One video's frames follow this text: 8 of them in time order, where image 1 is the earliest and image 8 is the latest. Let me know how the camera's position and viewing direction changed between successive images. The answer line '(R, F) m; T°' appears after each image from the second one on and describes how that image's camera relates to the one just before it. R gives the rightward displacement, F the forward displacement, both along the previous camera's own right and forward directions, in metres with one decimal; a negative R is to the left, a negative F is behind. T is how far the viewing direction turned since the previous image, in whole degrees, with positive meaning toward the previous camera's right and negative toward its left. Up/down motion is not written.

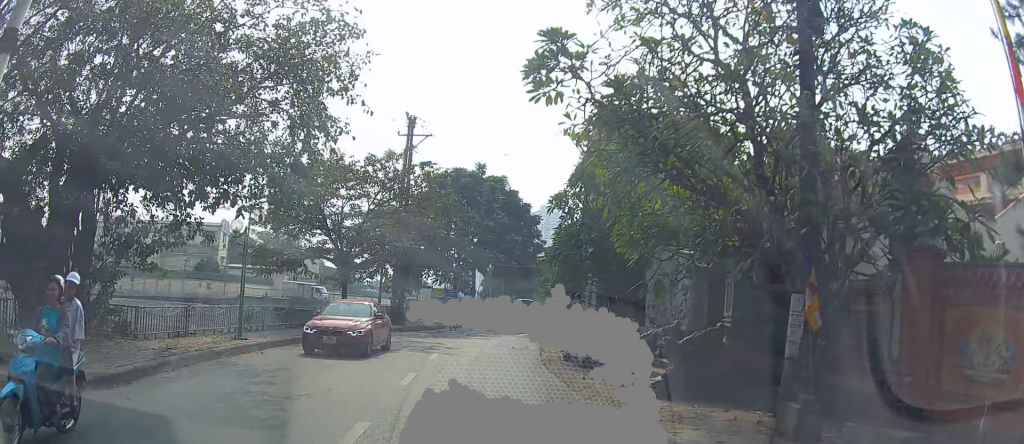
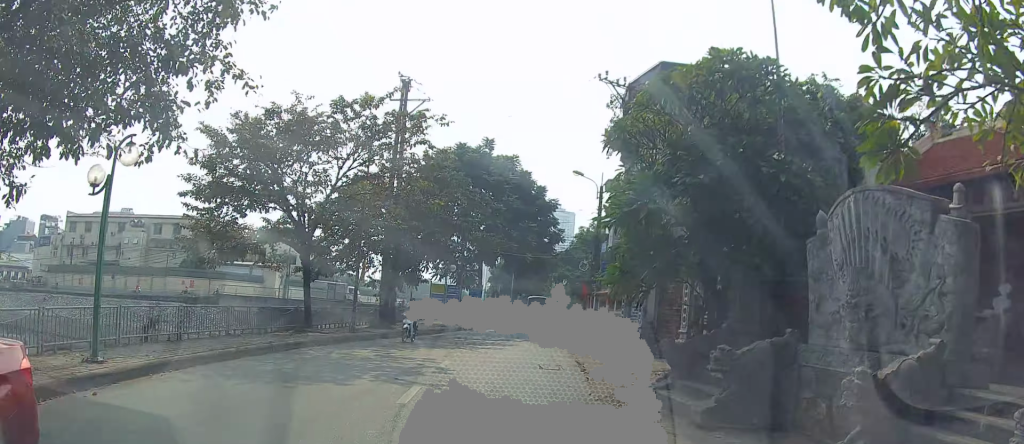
(0.0, +7.9) m; 0°
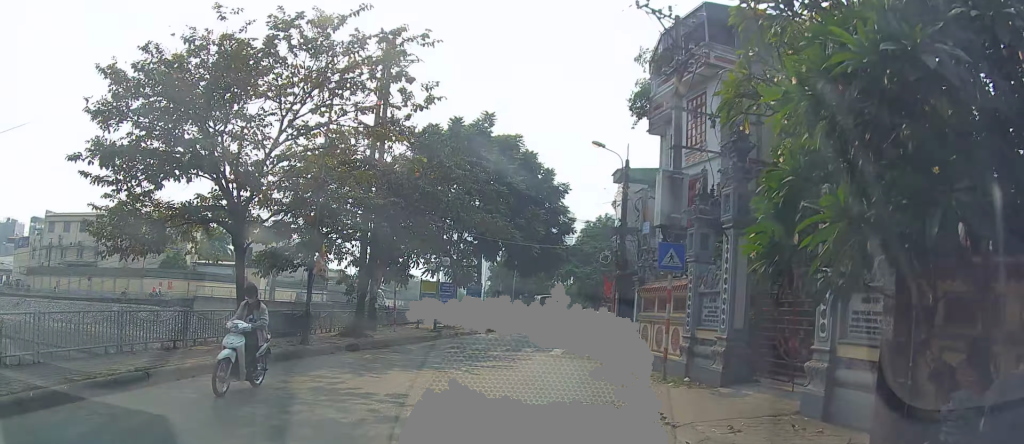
(0.0, +6.7) m; 0°
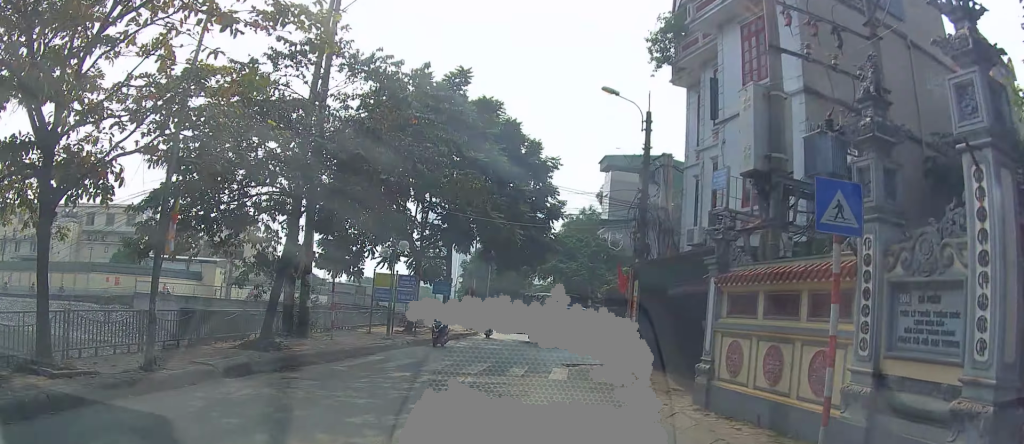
(+0.2, +8.7) m; +3°
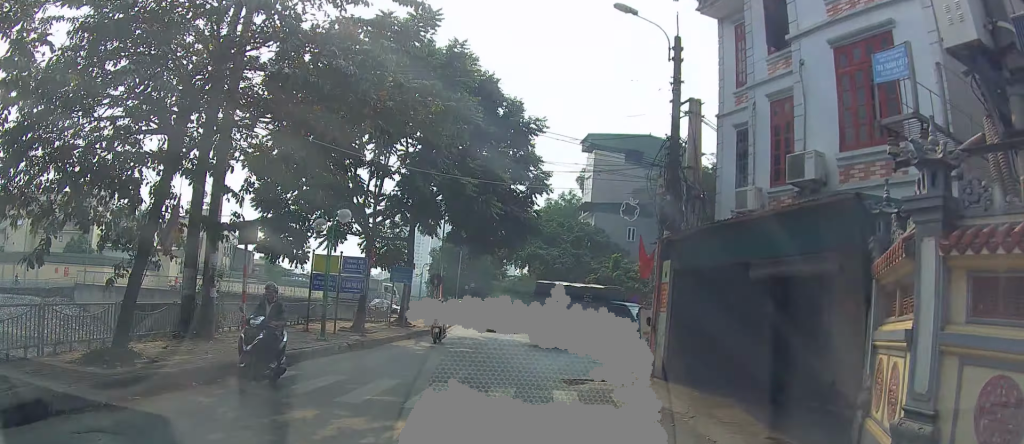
(+0.2, +7.7) m; 0°
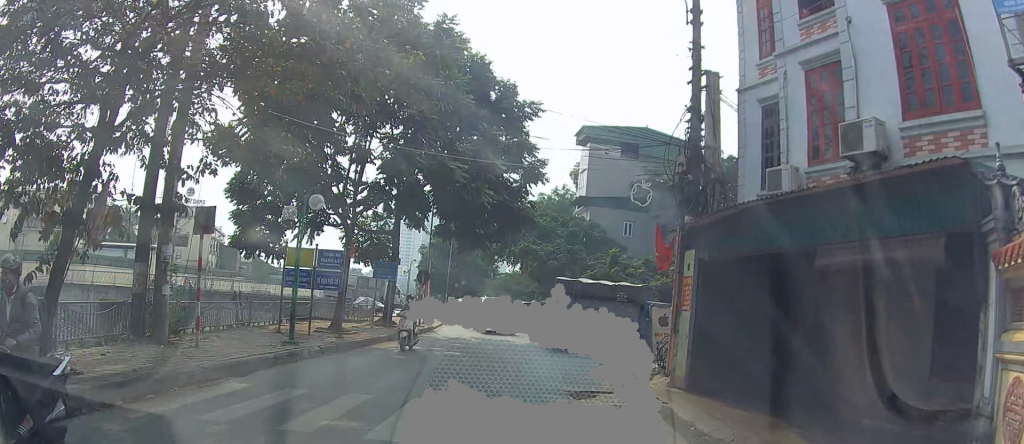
(-0.1, +3.3) m; 0°
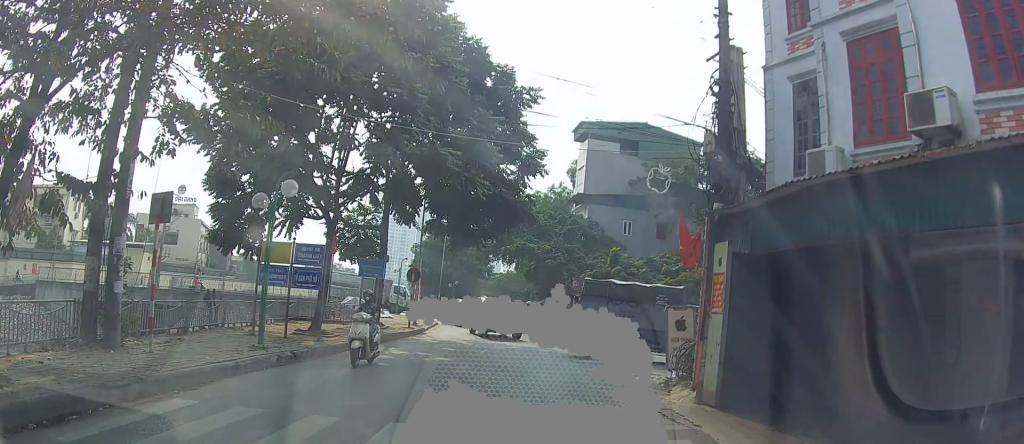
(0.0, +2.8) m; 0°
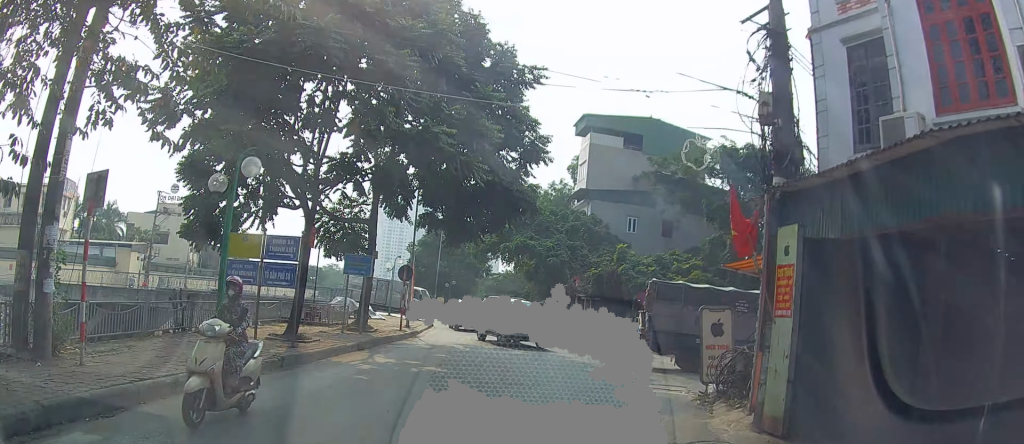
(+0.1, +4.0) m; -1°
